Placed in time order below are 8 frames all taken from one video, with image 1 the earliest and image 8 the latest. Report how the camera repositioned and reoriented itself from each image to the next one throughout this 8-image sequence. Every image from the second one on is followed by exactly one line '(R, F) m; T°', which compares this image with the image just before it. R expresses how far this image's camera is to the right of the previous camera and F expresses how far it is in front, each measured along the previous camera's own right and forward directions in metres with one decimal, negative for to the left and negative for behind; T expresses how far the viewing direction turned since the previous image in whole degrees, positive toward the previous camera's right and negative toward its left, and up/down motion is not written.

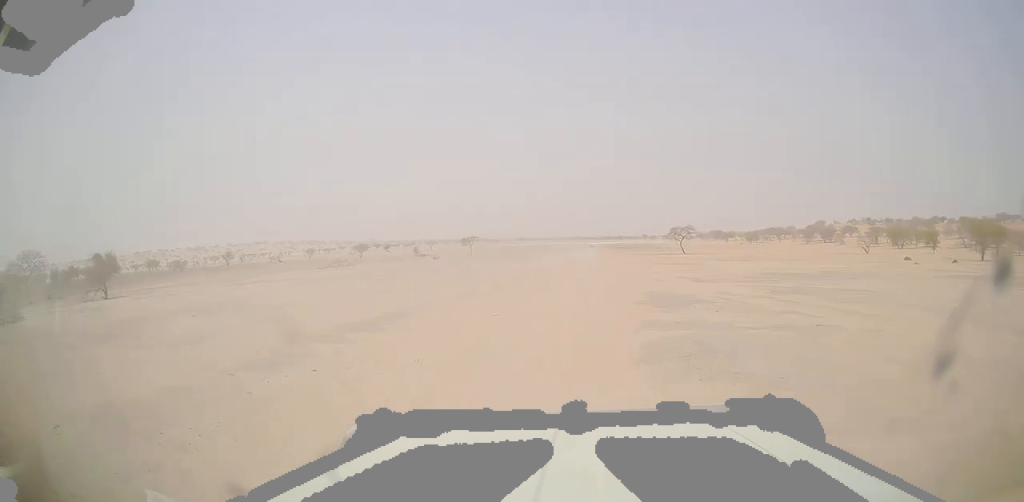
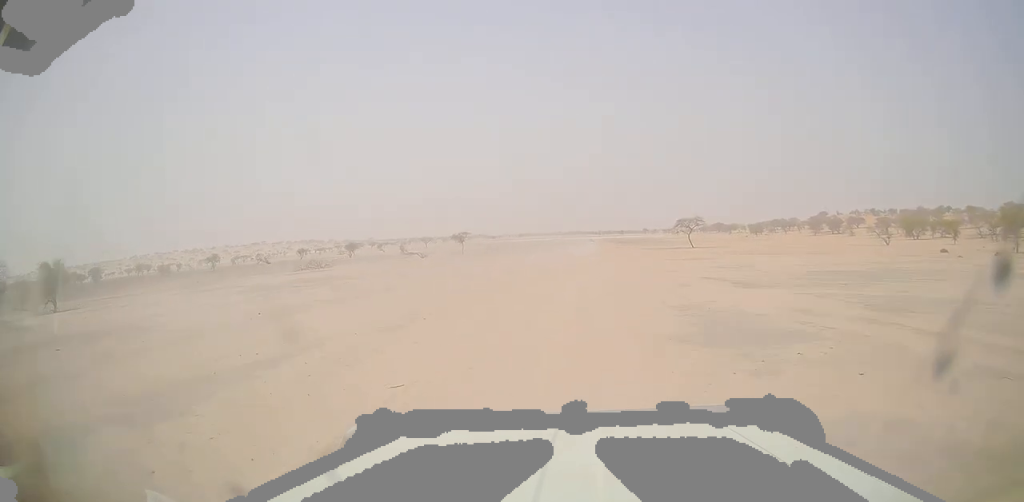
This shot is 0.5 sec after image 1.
(+0.1, +8.8) m; 0°
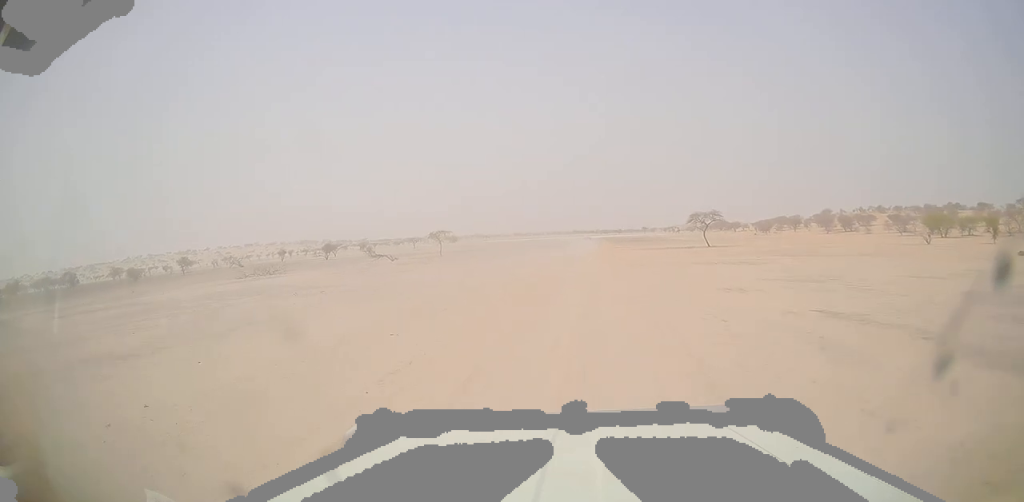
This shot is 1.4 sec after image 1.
(+0.1, +15.0) m; +1°
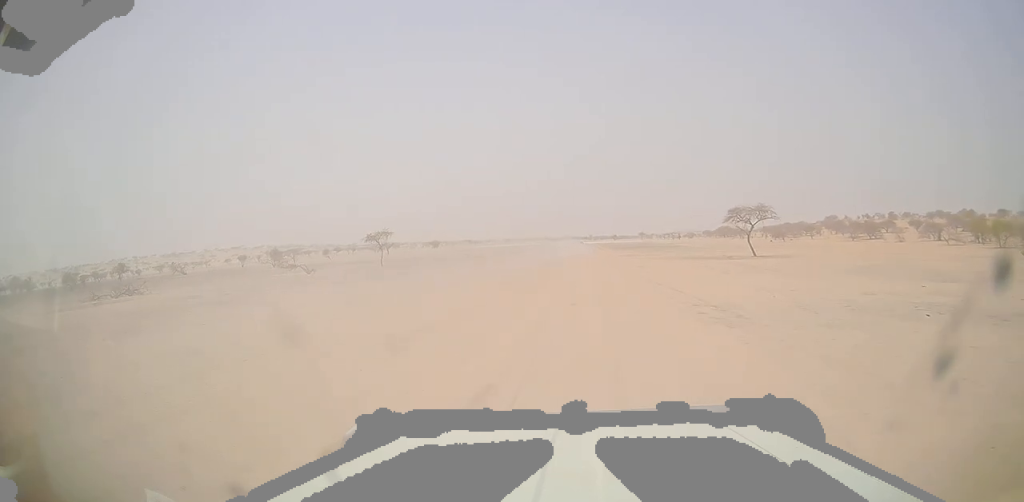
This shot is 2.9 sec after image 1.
(+0.1, +25.8) m; +1°
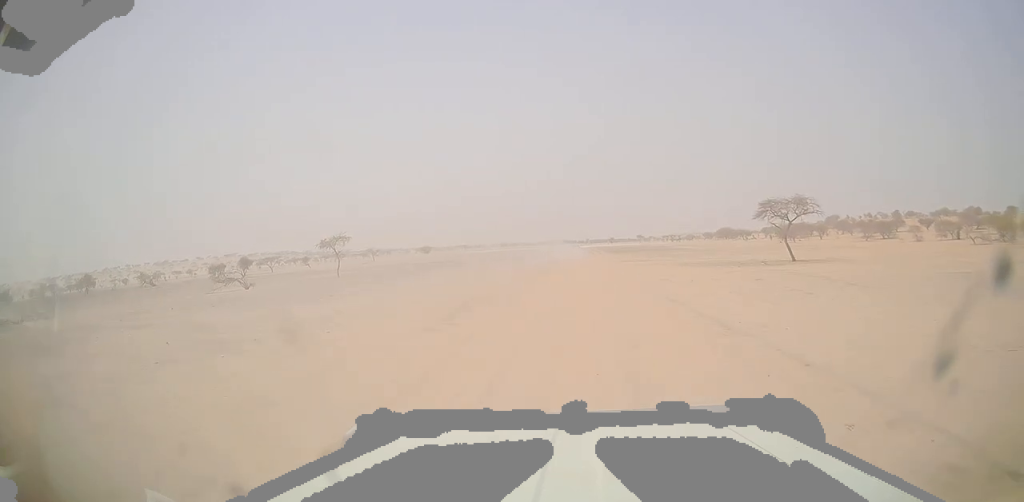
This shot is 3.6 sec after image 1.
(+0.1, +12.4) m; 0°
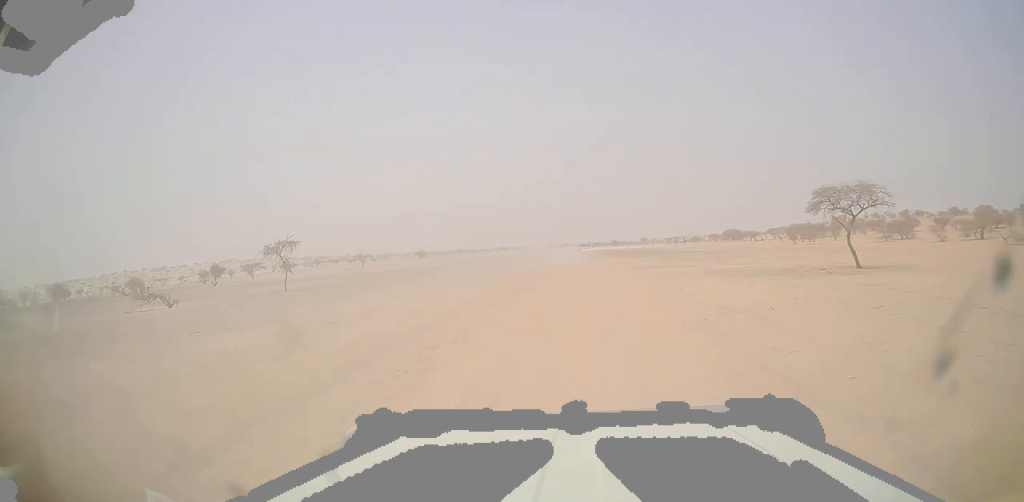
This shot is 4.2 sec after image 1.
(0.0, +12.1) m; 0°
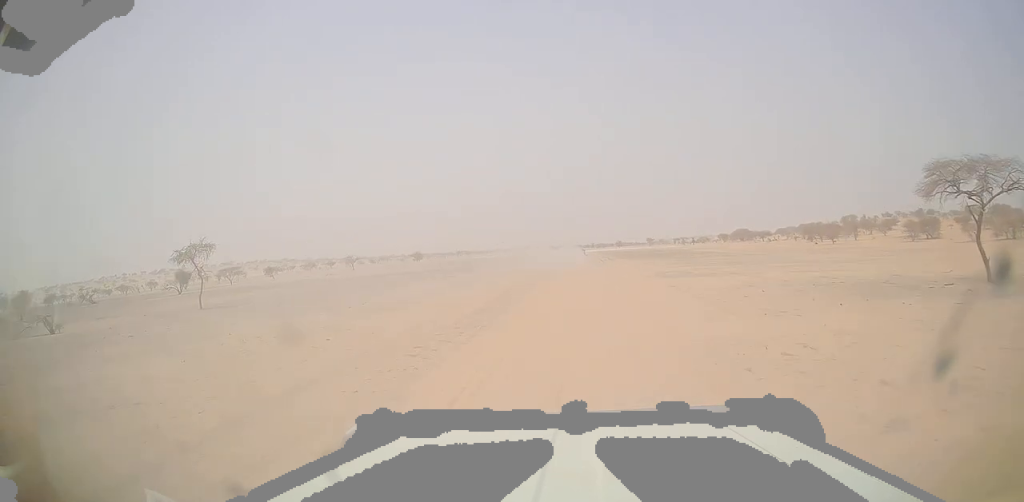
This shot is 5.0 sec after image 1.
(0.0, +13.4) m; 0°
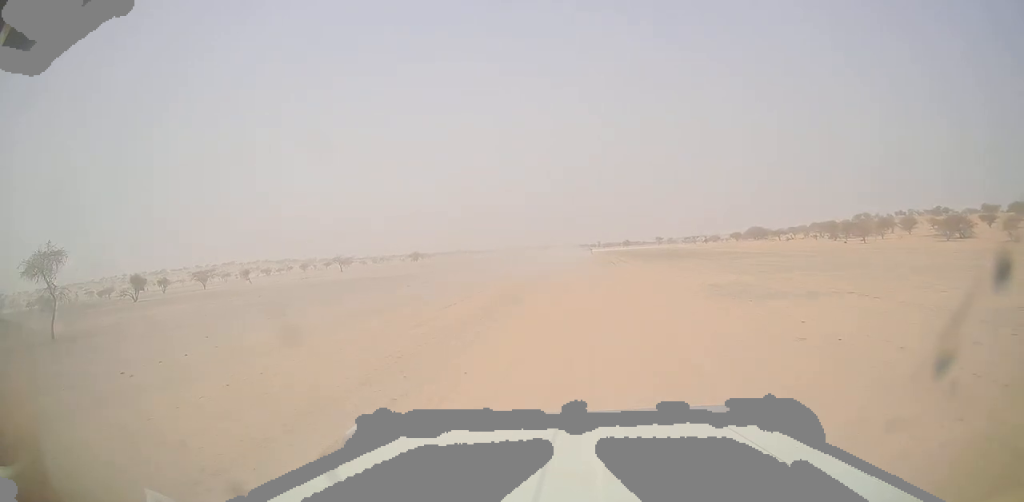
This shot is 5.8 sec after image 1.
(-0.1, +14.6) m; -1°
